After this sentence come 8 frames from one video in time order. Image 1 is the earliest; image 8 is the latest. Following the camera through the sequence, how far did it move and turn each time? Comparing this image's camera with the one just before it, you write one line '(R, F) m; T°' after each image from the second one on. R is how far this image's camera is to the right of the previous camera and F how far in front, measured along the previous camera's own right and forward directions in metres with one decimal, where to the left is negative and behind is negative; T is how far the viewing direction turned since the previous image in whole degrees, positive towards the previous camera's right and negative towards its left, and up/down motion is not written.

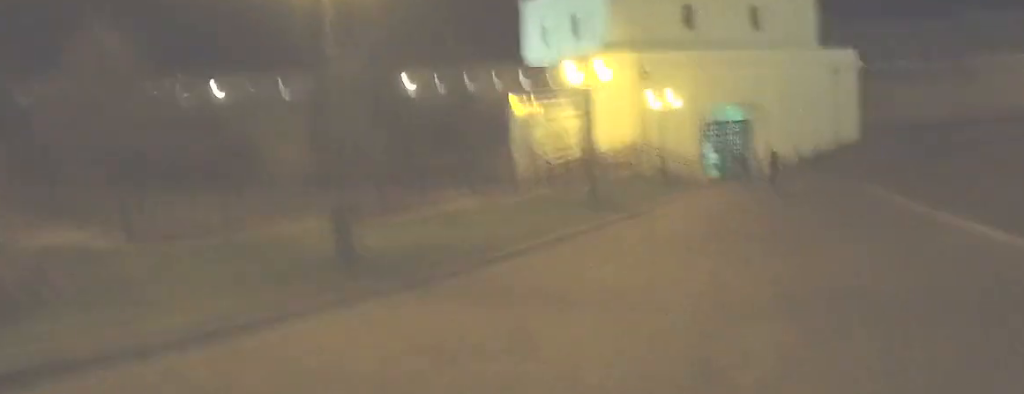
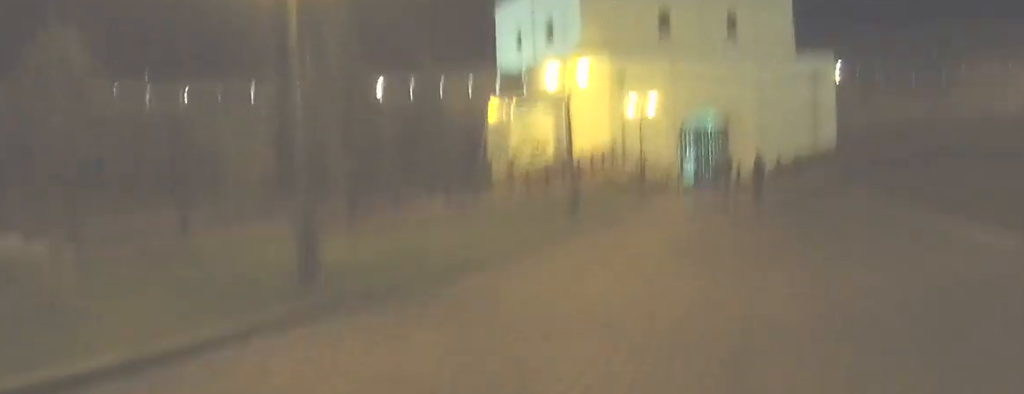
(0.0, +0.9) m; -2°
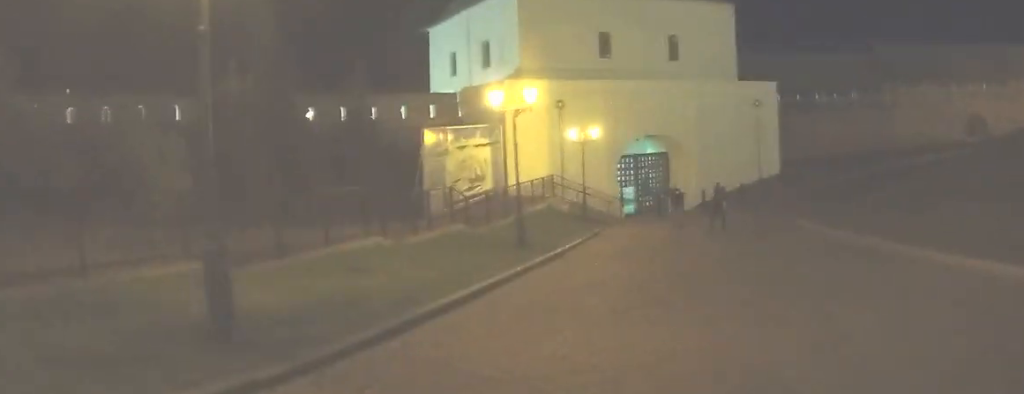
(0.0, +1.8) m; +1°
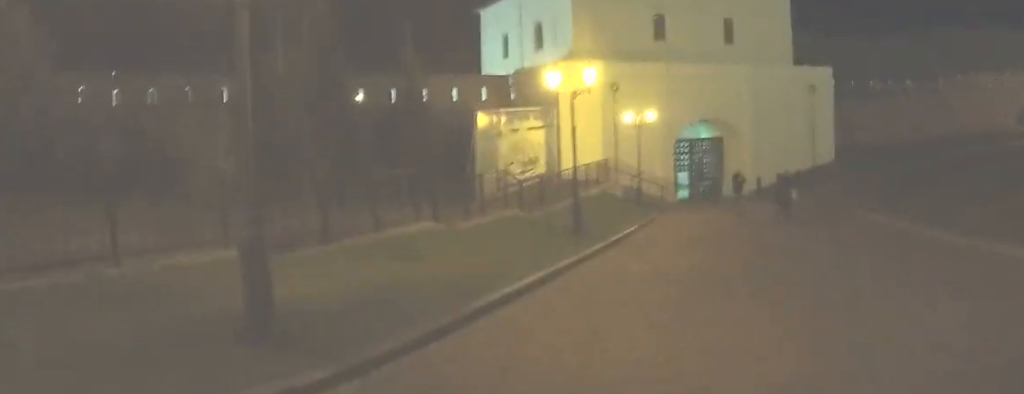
(0.0, +0.8) m; +4°
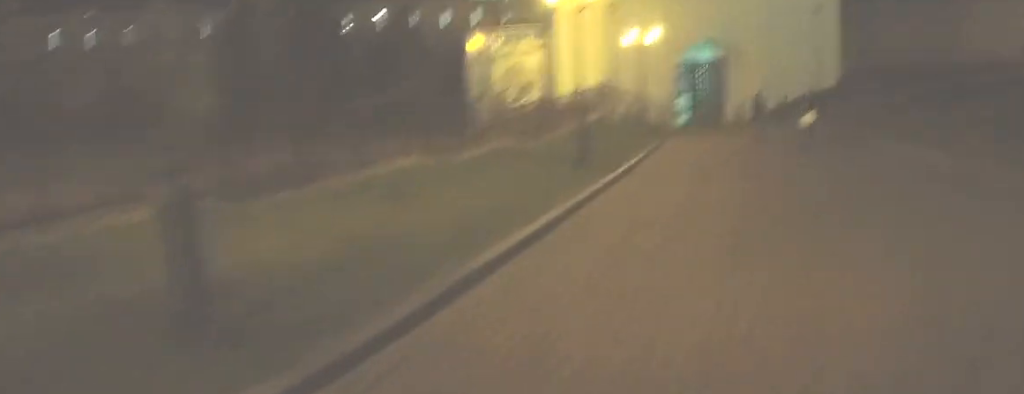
(+0.2, +2.2) m; +9°
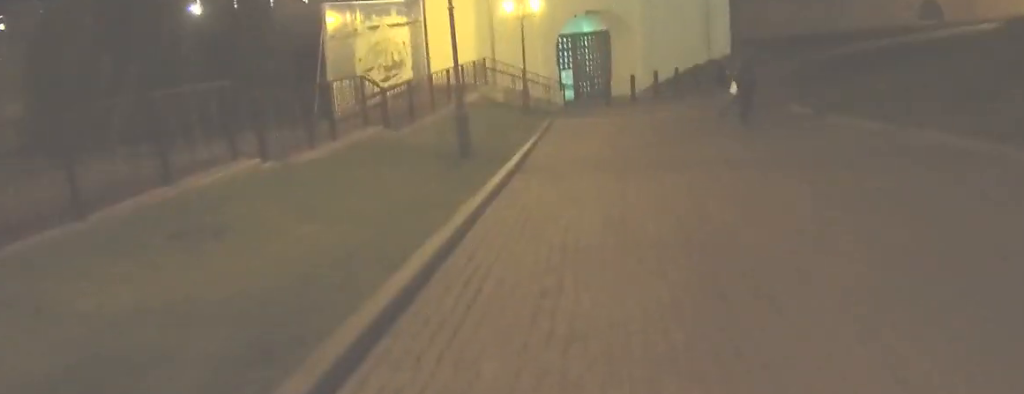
(+0.4, +5.3) m; +6°
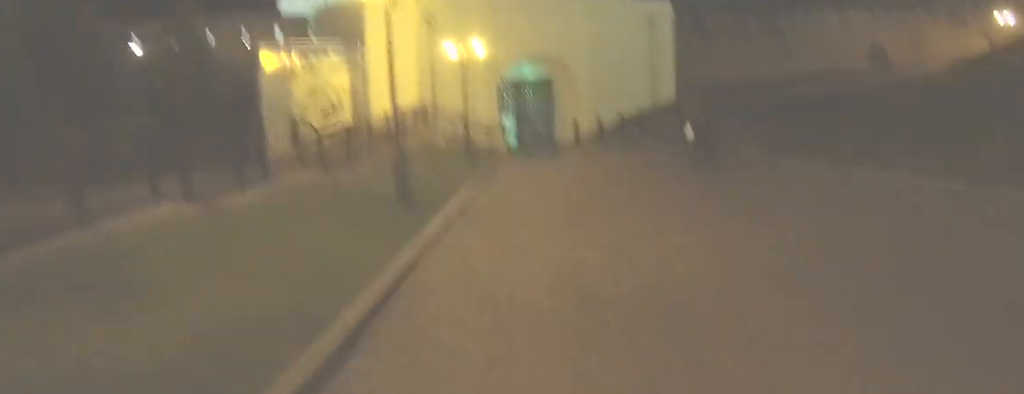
(0.0, +1.3) m; +1°
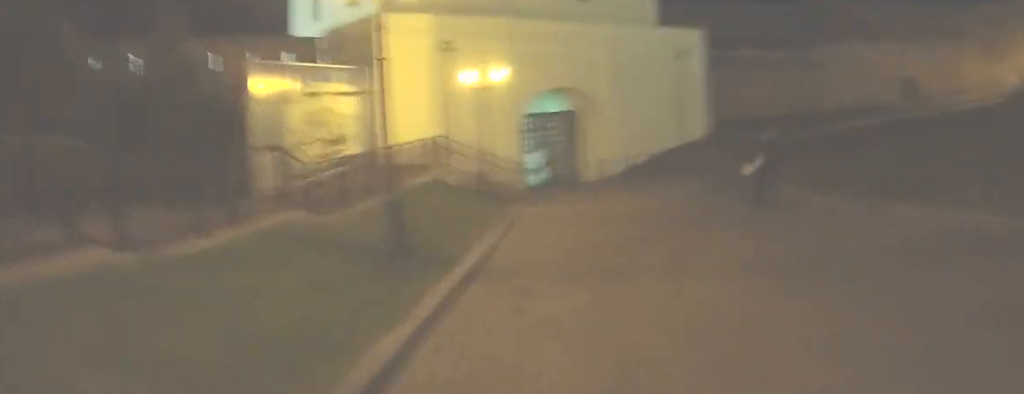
(+0.2, +4.2) m; +7°
